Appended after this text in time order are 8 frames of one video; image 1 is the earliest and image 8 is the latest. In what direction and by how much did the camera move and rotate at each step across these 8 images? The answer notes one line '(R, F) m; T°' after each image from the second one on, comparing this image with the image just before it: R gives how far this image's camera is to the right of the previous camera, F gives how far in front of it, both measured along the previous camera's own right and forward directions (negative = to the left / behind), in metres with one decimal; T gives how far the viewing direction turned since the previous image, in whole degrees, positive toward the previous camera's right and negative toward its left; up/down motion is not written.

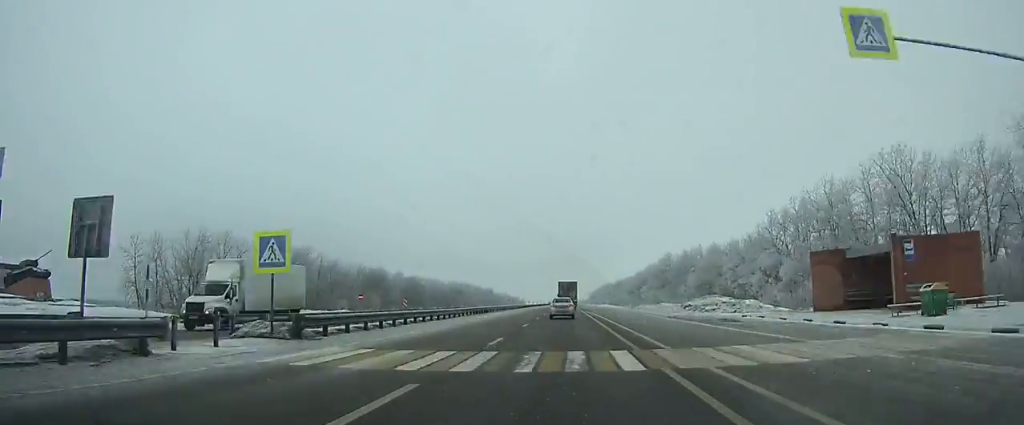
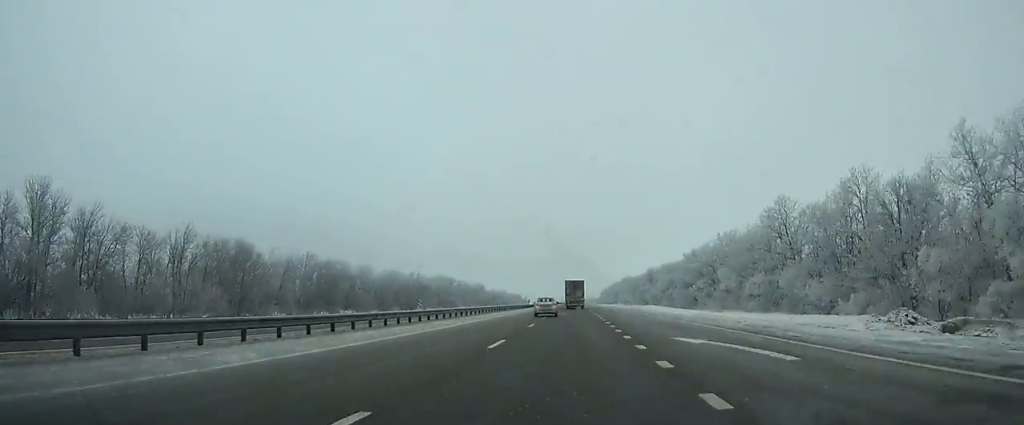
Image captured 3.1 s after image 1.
(-0.1, +75.2) m; 0°
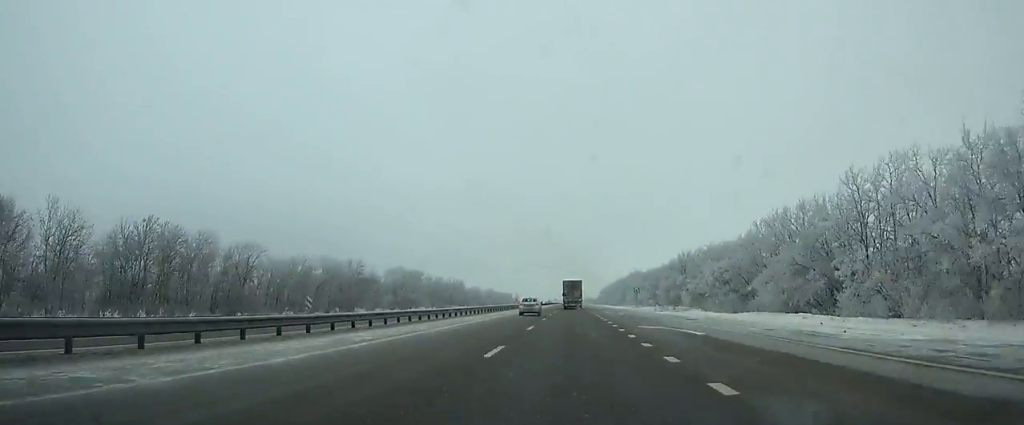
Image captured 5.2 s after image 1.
(0.0, +51.5) m; 0°
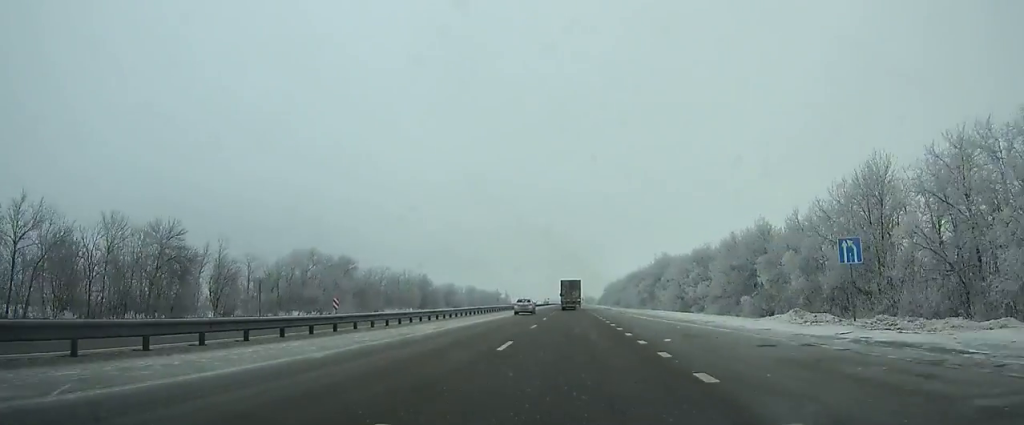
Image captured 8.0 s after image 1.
(+0.2, +69.0) m; 0°
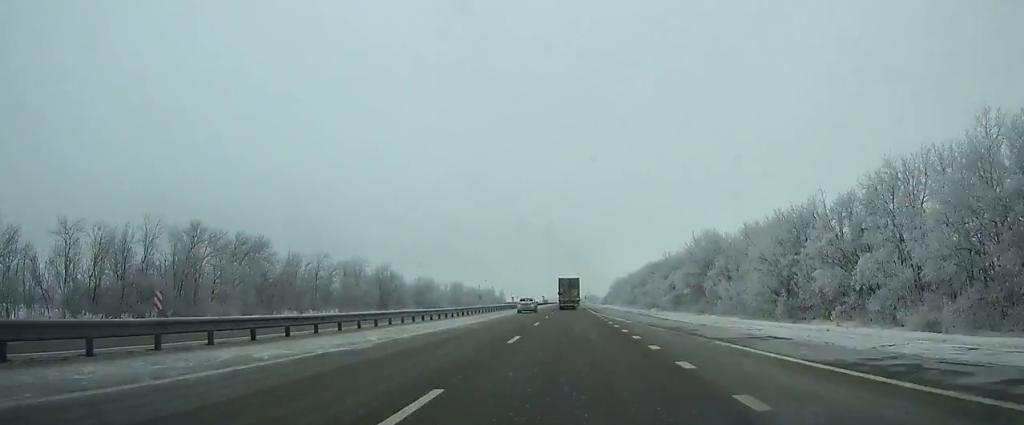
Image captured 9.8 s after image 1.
(0.0, +44.1) m; 0°
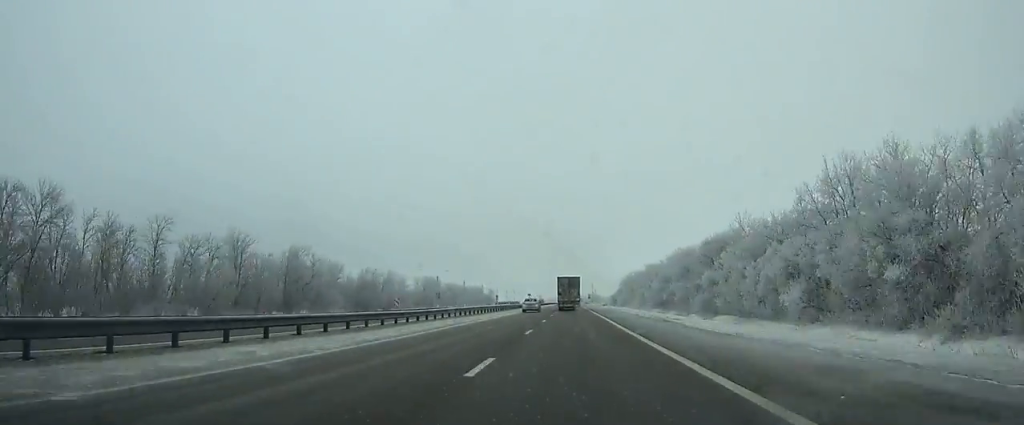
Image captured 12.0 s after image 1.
(0.0, +52.5) m; 0°
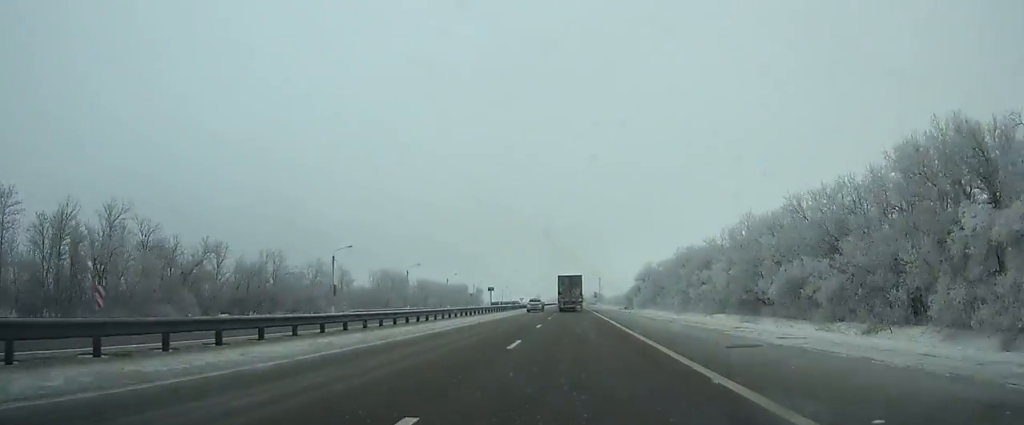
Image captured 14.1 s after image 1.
(0.0, +49.0) m; 0°
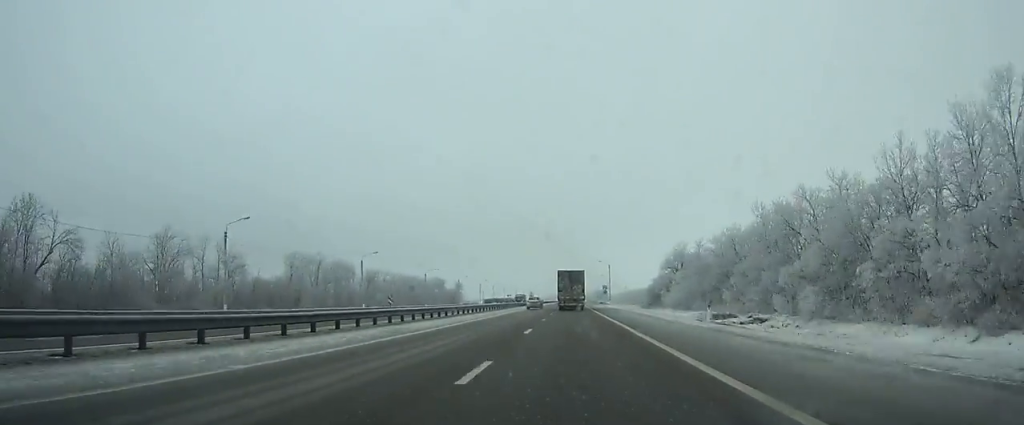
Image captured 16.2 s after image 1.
(0.0, +47.8) m; 0°
